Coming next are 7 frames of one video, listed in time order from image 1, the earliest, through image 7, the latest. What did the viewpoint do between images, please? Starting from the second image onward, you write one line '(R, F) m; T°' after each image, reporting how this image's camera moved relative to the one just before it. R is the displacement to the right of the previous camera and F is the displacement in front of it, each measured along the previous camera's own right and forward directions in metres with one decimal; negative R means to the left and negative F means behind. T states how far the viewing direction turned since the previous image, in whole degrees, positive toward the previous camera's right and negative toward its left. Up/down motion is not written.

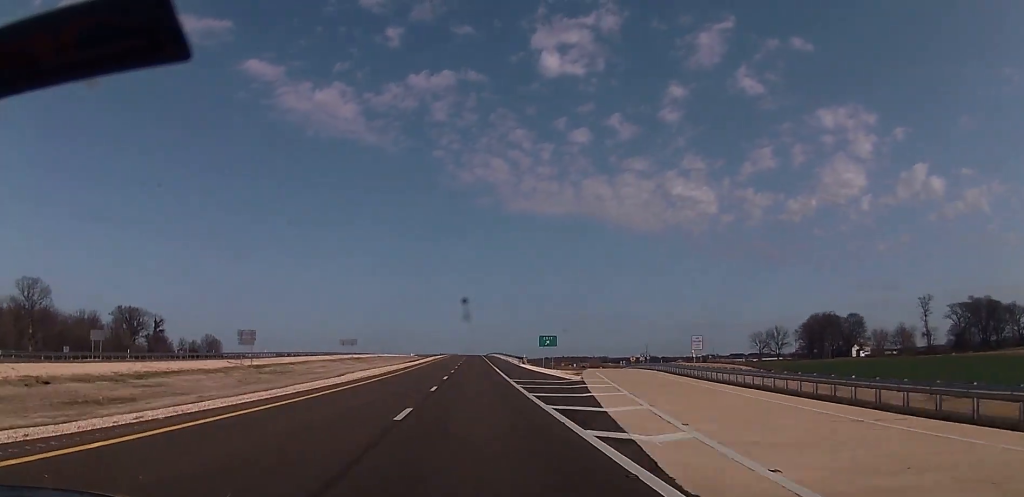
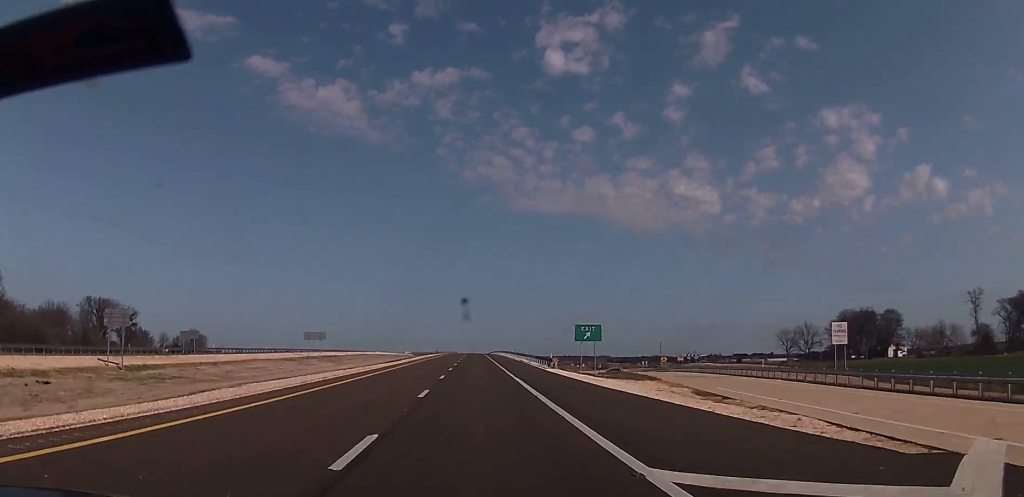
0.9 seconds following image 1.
(0.0, +30.9) m; 0°
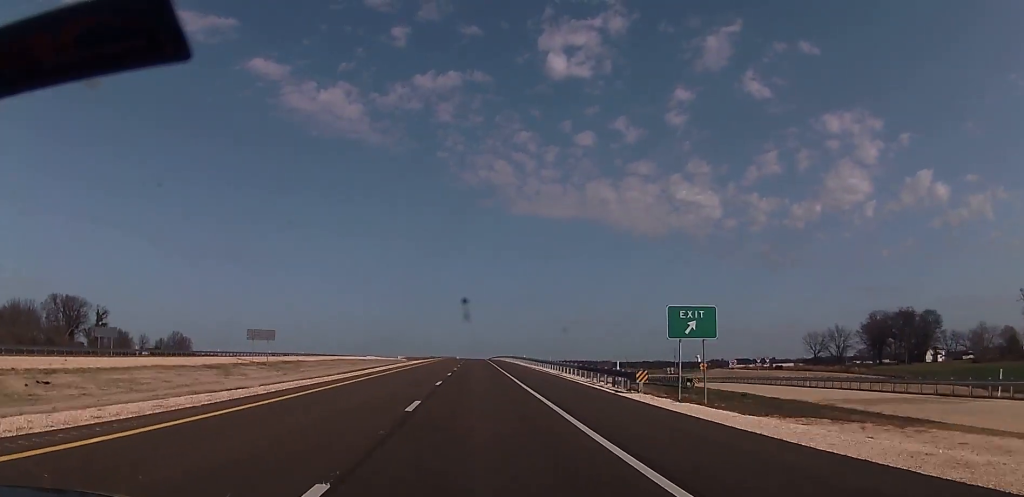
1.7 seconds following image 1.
(0.0, +28.6) m; 0°
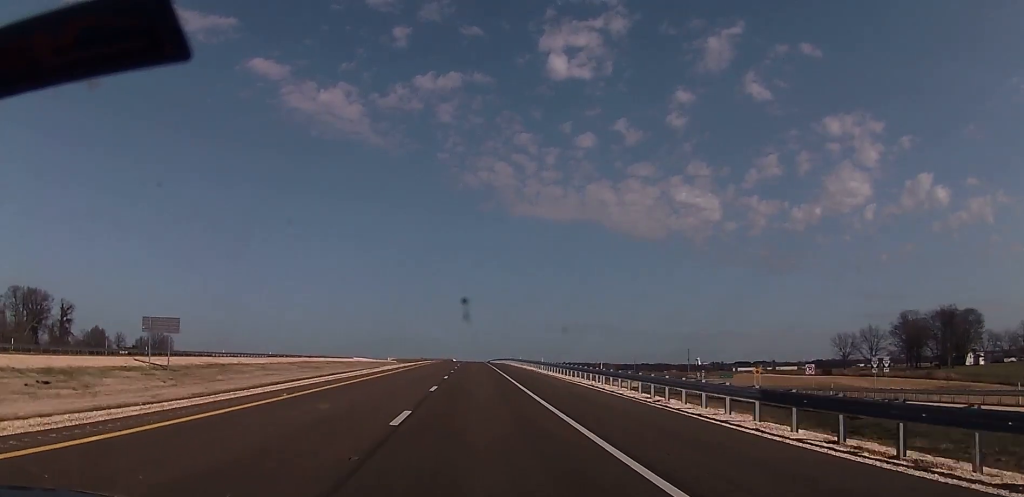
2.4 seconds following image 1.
(-0.1, +27.4) m; 0°
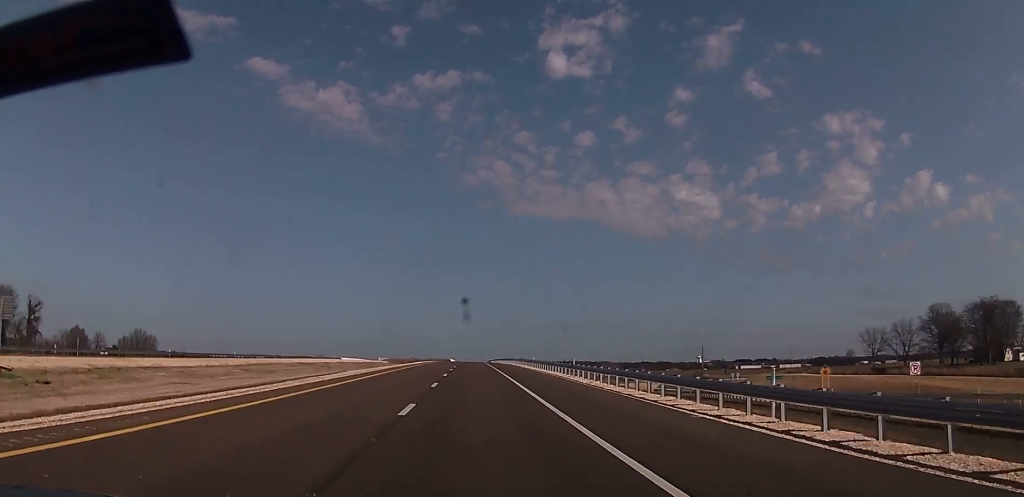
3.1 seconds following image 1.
(-0.2, +22.6) m; 0°
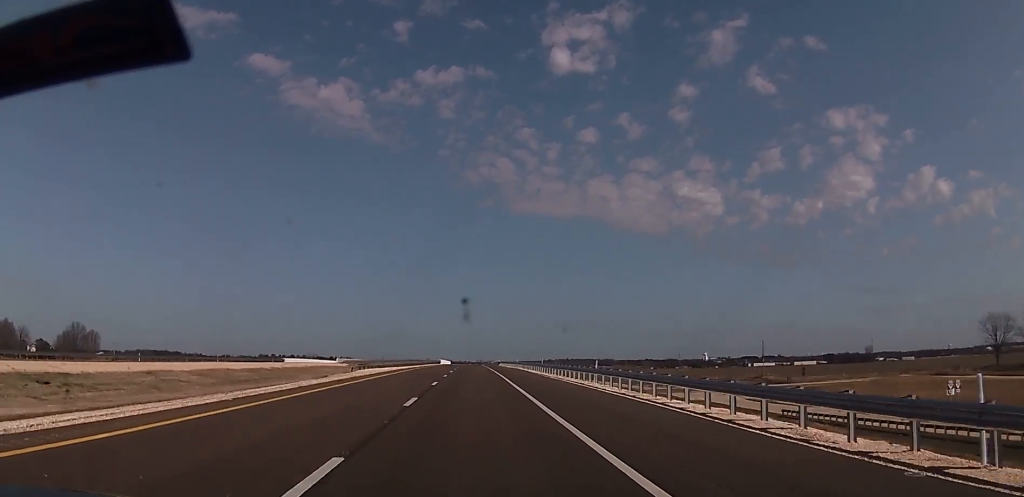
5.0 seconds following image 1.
(0.0, +70.4) m; -1°
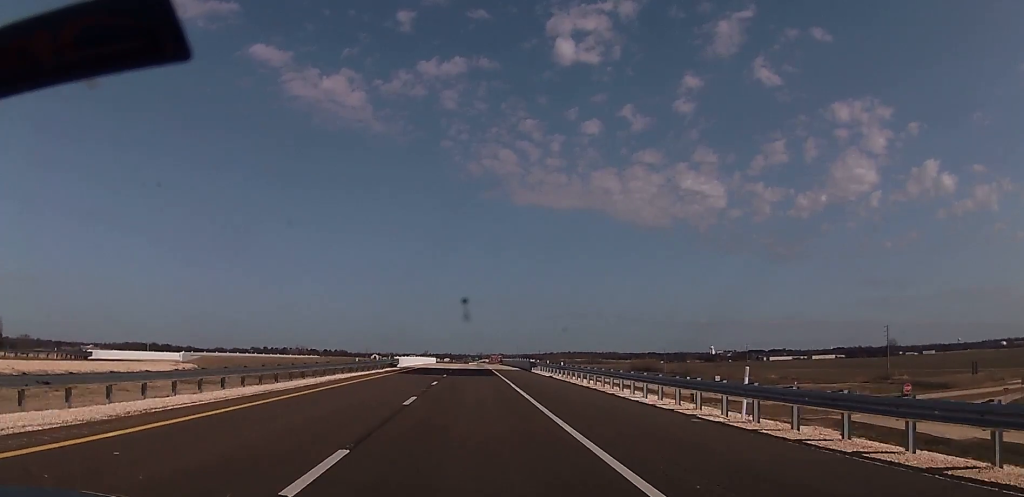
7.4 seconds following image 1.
(+1.1, +85.0) m; +1°
